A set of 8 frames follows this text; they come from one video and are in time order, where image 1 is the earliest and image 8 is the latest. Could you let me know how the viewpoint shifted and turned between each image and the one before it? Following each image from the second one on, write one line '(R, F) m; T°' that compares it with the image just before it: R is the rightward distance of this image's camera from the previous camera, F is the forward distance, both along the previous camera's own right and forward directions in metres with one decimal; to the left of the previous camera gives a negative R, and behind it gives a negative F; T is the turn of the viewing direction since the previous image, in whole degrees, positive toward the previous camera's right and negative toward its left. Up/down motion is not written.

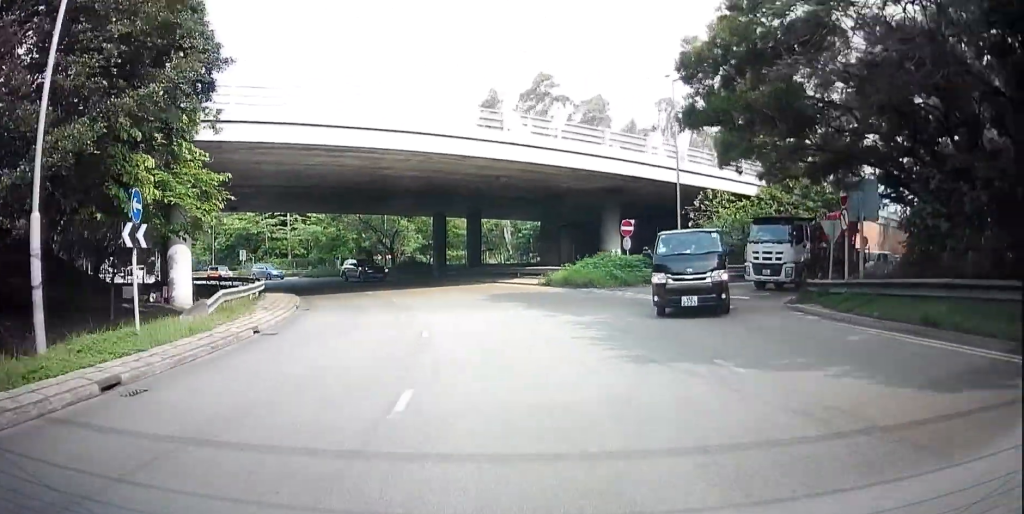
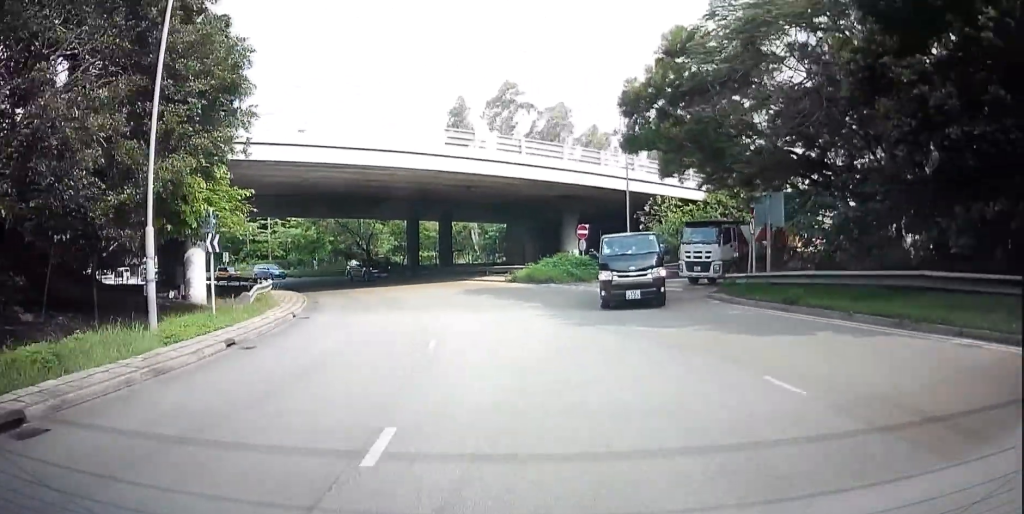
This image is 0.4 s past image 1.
(-0.4, +4.4) m; 0°
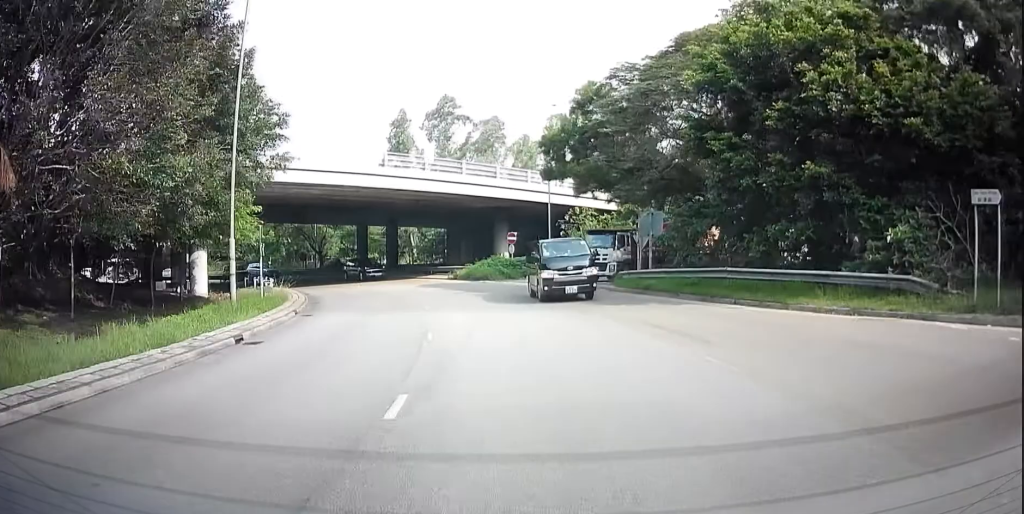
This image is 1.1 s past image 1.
(-0.1, +7.5) m; +4°
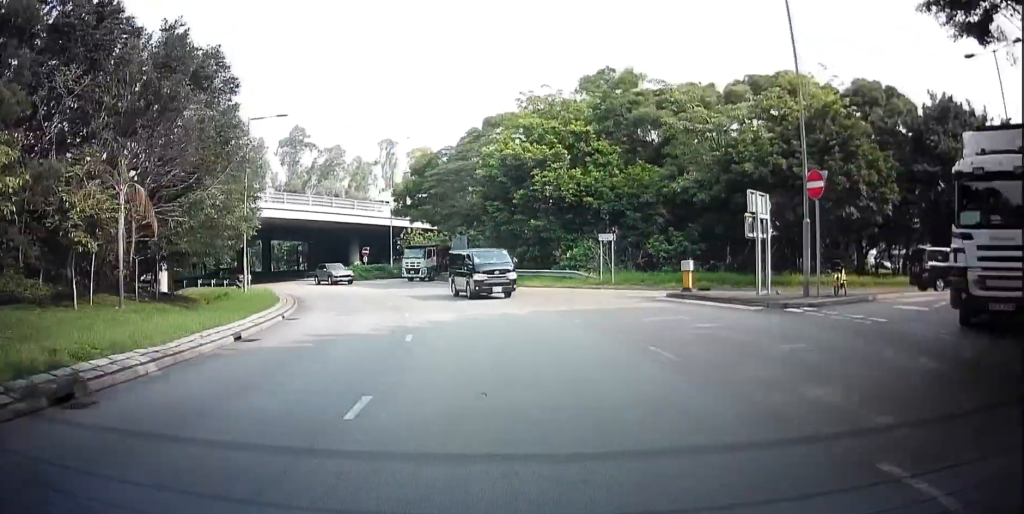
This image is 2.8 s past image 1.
(+3.3, +18.4) m; +18°
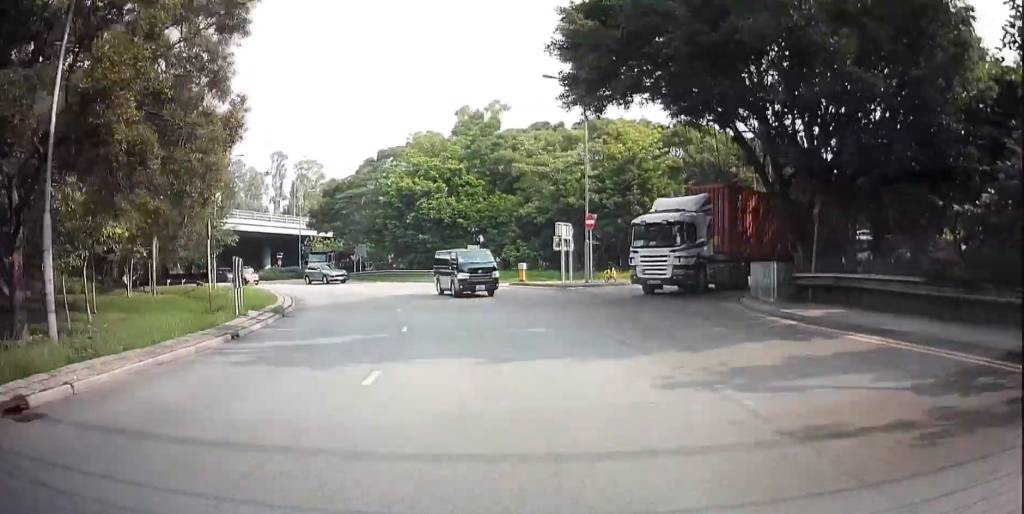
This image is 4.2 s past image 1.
(+1.4, +14.3) m; +11°
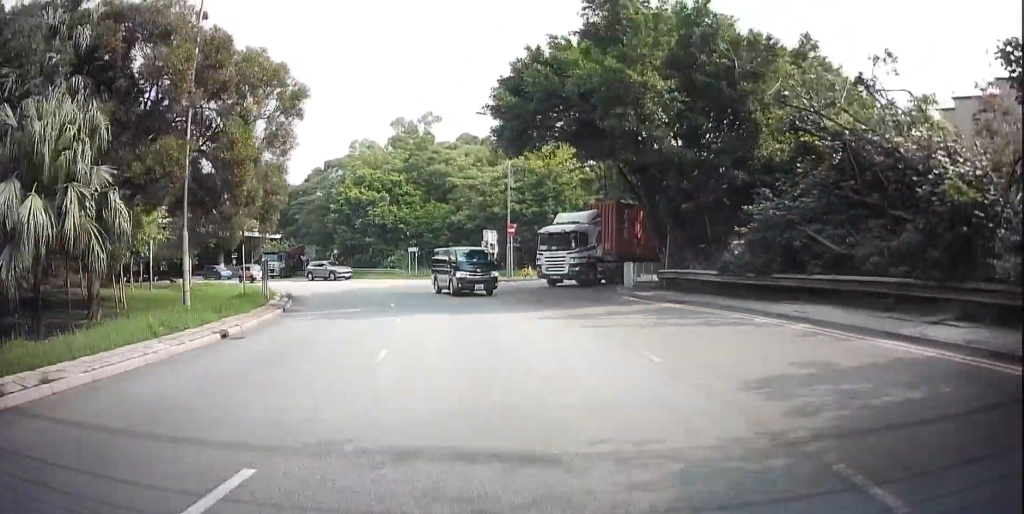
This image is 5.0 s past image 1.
(+0.6, +8.5) m; +6°
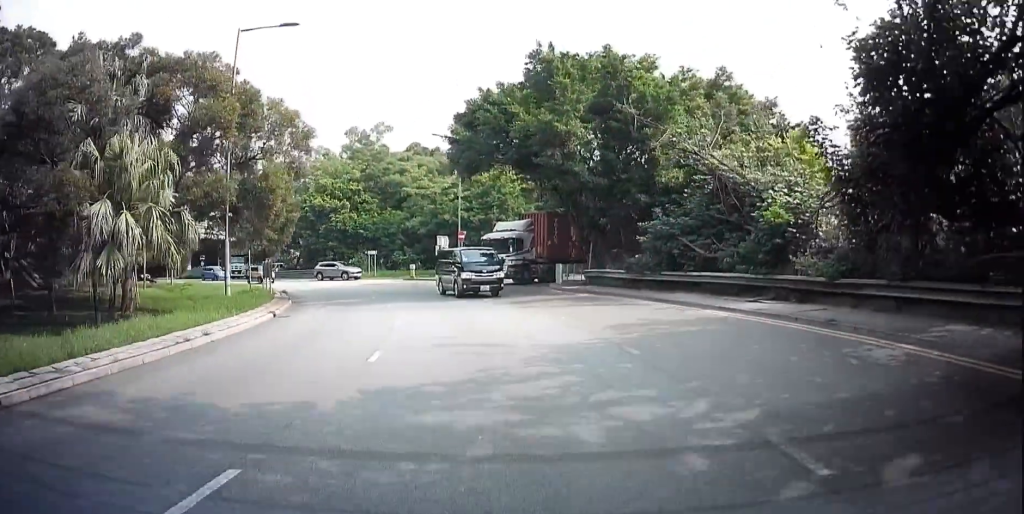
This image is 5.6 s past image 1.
(-0.1, +6.6) m; +5°
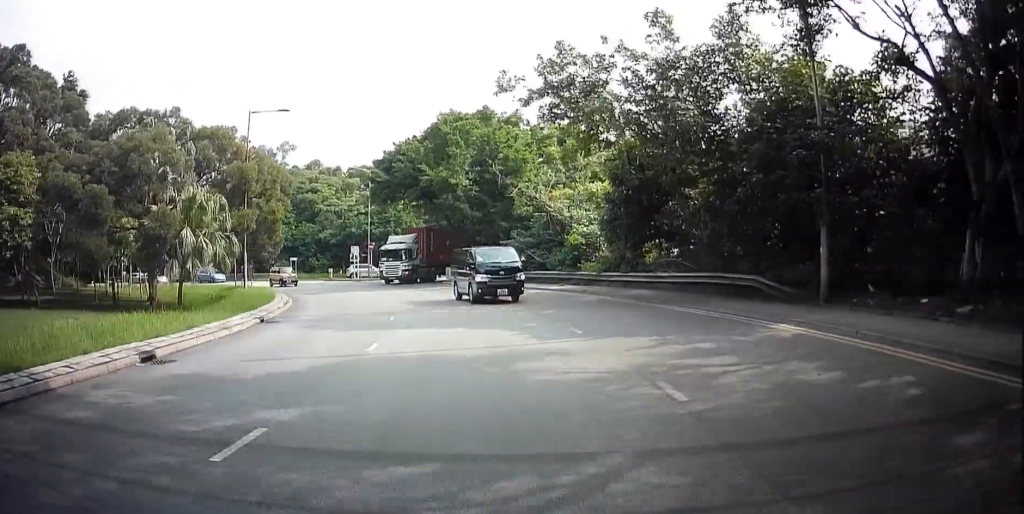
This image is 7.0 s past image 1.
(+1.8, +14.2) m; +10°
